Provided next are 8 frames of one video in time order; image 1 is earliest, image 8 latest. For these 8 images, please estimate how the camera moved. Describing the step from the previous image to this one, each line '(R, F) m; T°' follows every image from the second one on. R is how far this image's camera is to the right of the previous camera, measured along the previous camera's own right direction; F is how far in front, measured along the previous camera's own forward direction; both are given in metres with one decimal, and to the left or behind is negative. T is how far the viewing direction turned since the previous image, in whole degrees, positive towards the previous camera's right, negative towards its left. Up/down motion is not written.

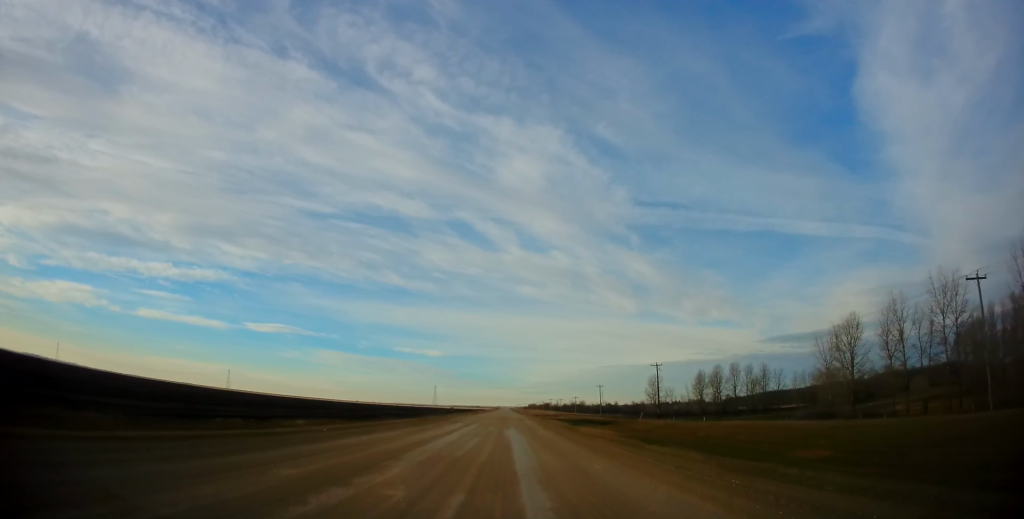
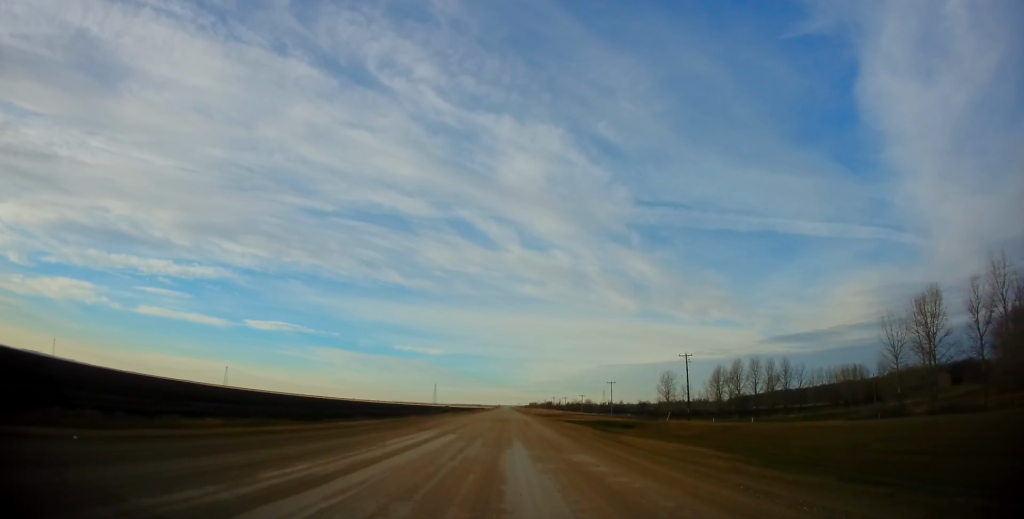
(0.0, +18.7) m; 0°
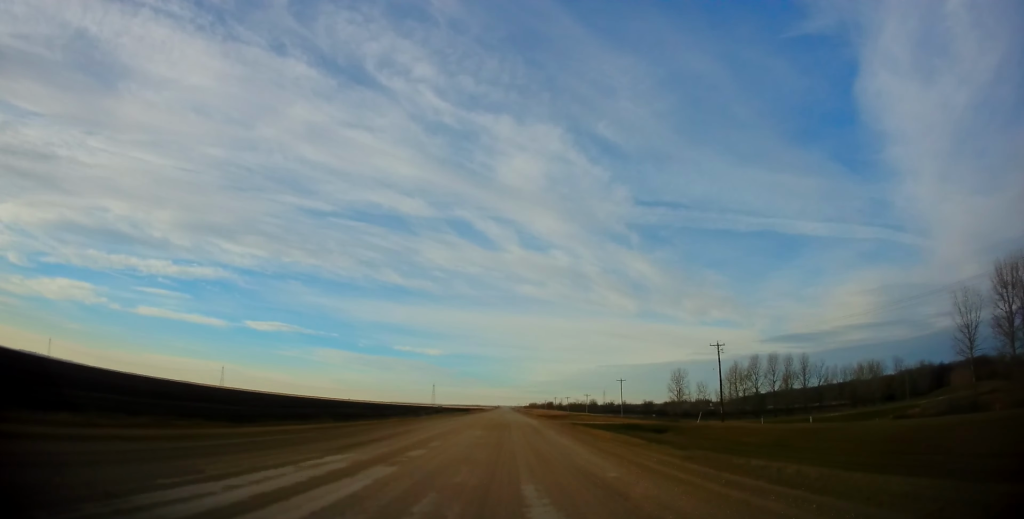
(+0.1, +15.5) m; -1°
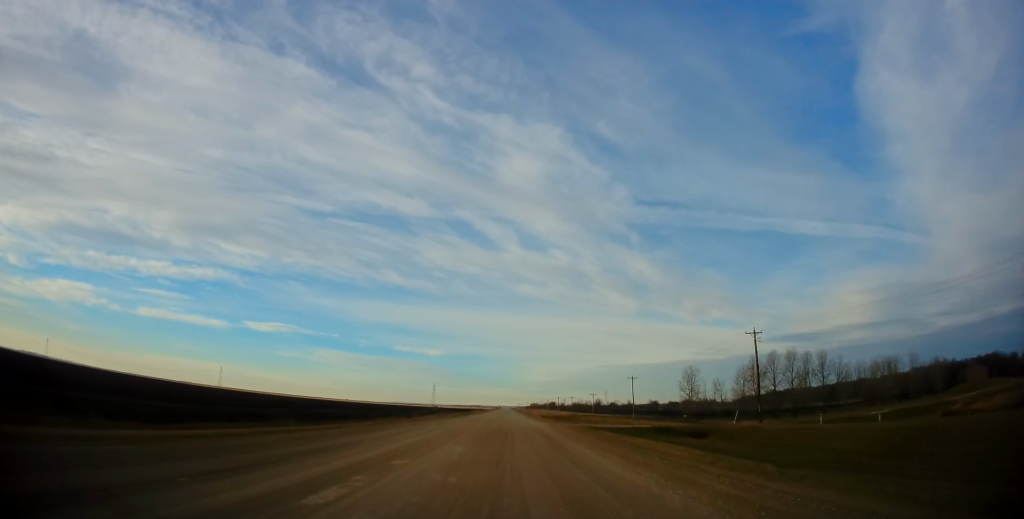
(0.0, +12.2) m; 0°
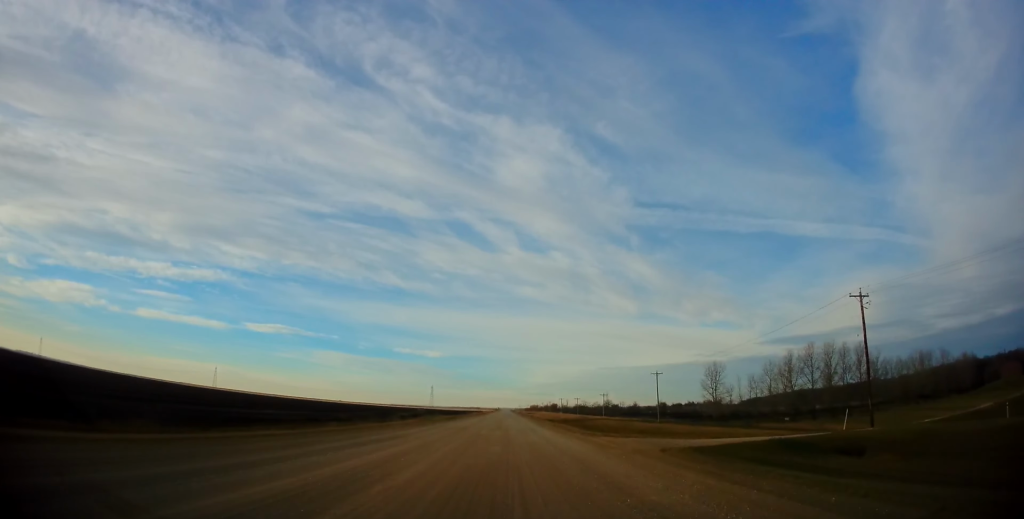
(-0.4, +22.5) m; 0°
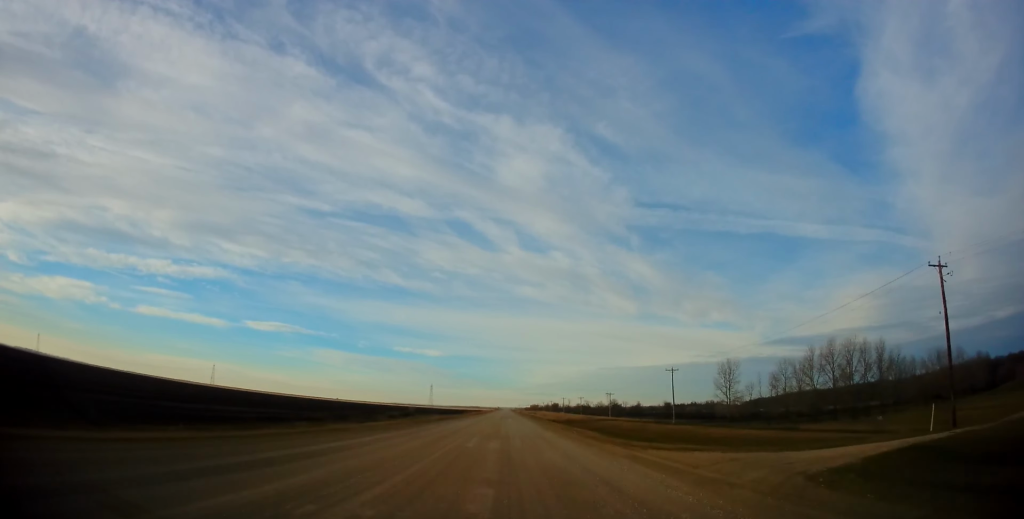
(+0.1, +10.4) m; +1°
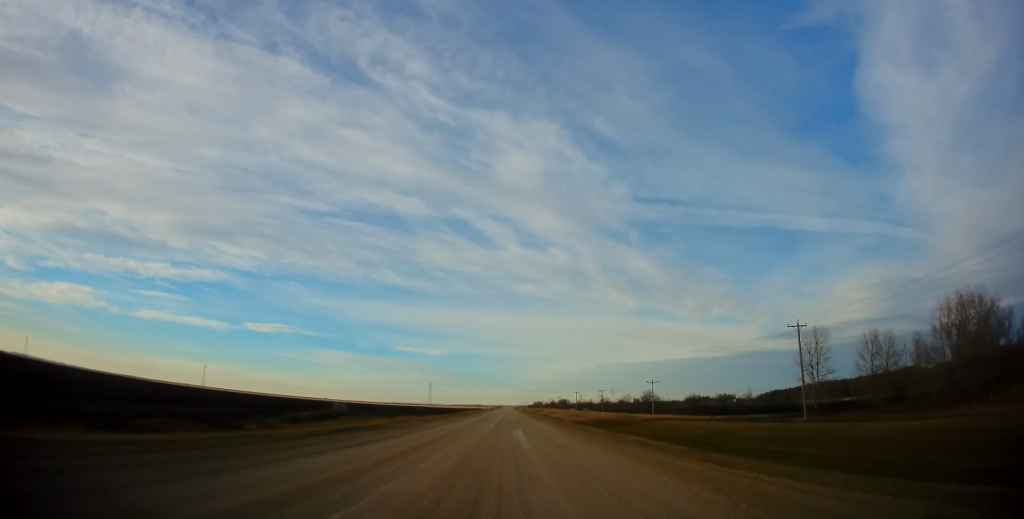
(+0.3, +44.7) m; 0°
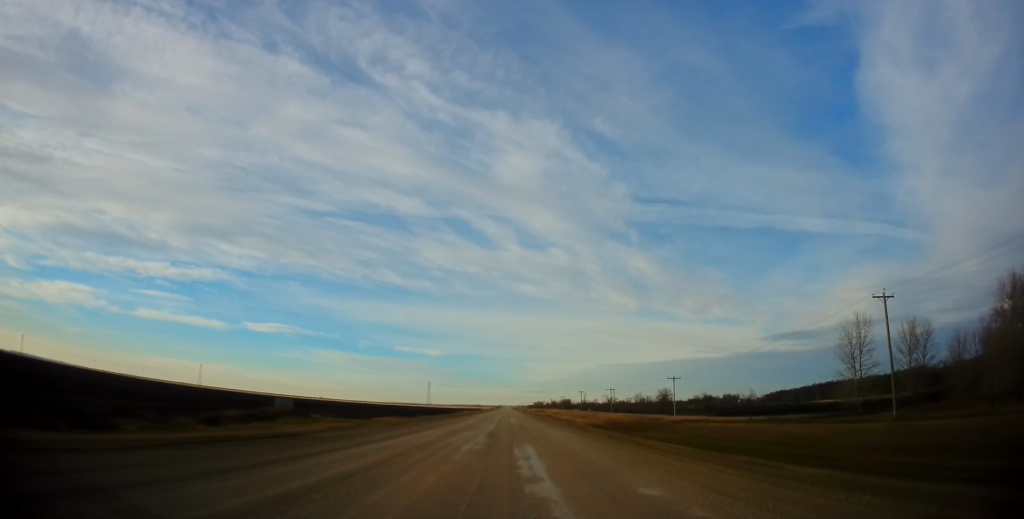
(0.0, +14.2) m; 0°
